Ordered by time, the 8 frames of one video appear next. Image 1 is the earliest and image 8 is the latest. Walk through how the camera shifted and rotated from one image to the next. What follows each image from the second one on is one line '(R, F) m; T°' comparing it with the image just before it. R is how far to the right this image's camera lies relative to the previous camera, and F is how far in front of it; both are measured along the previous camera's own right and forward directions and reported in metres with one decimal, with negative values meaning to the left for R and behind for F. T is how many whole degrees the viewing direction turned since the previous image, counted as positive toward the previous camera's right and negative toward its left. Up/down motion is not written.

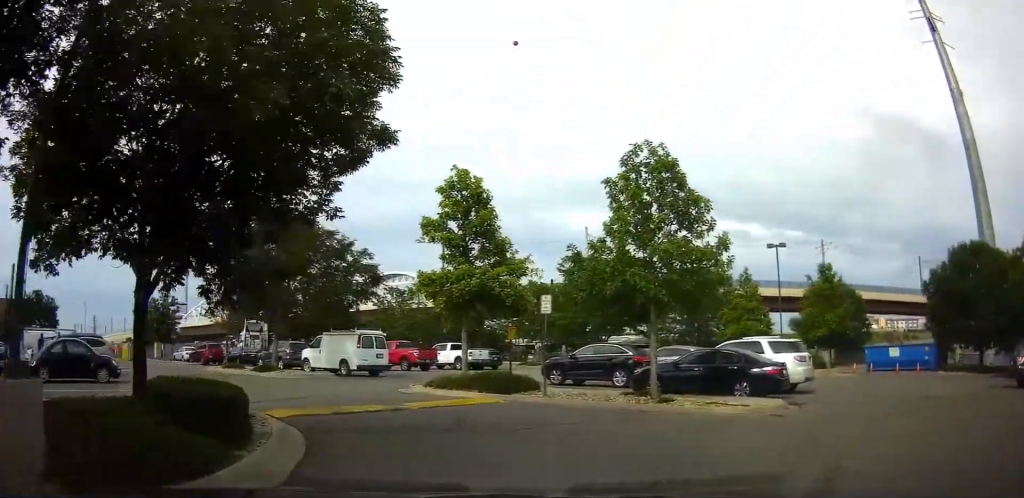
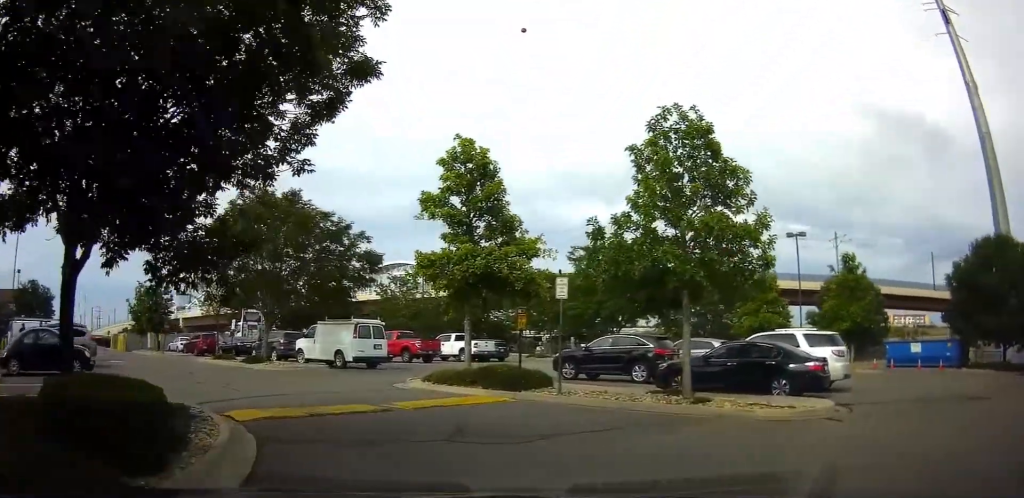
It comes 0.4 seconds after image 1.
(0.0, +1.5) m; -2°
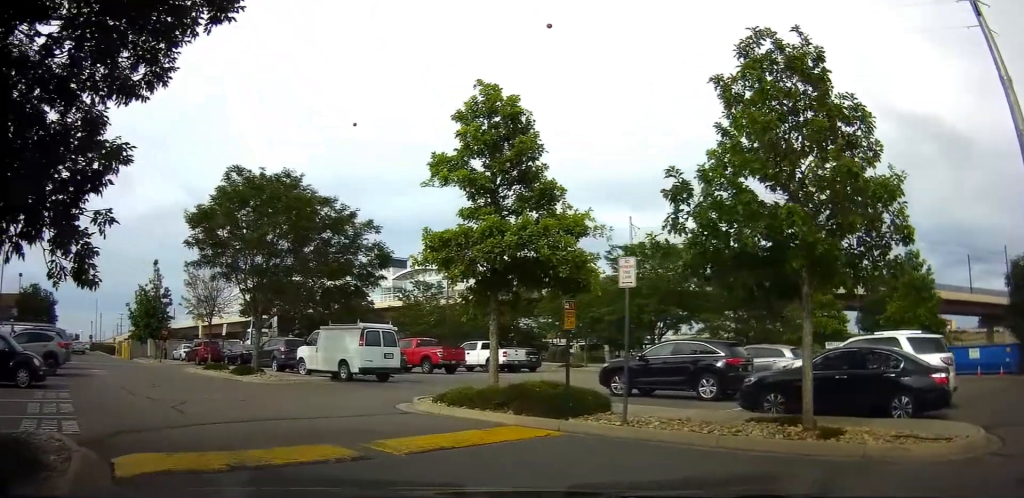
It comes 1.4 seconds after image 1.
(-0.1, +3.2) m; -7°
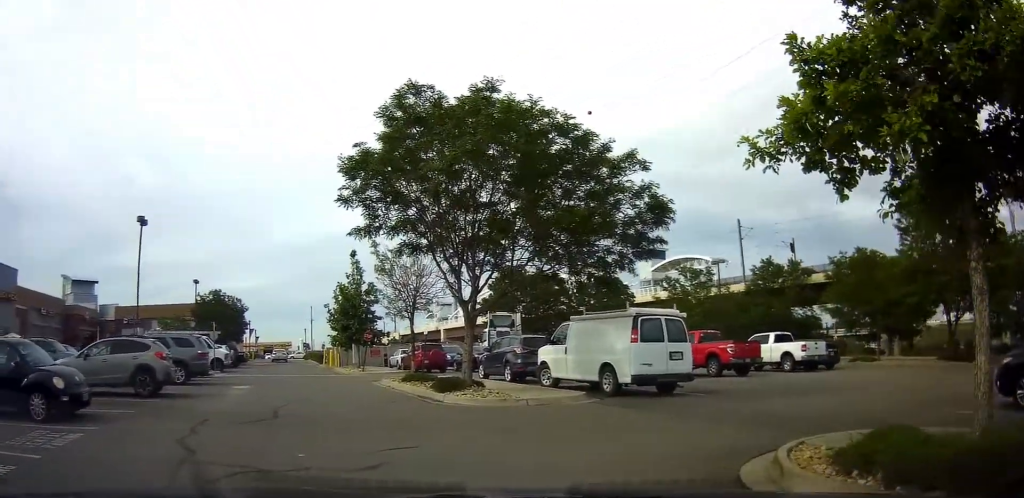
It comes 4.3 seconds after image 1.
(-2.0, +7.7) m; -27°
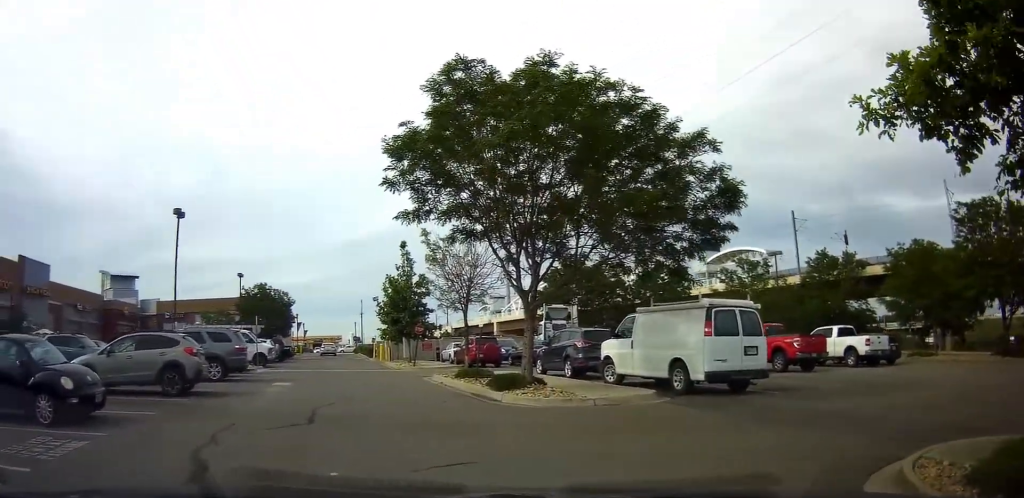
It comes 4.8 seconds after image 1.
(0.0, +1.6) m; -2°
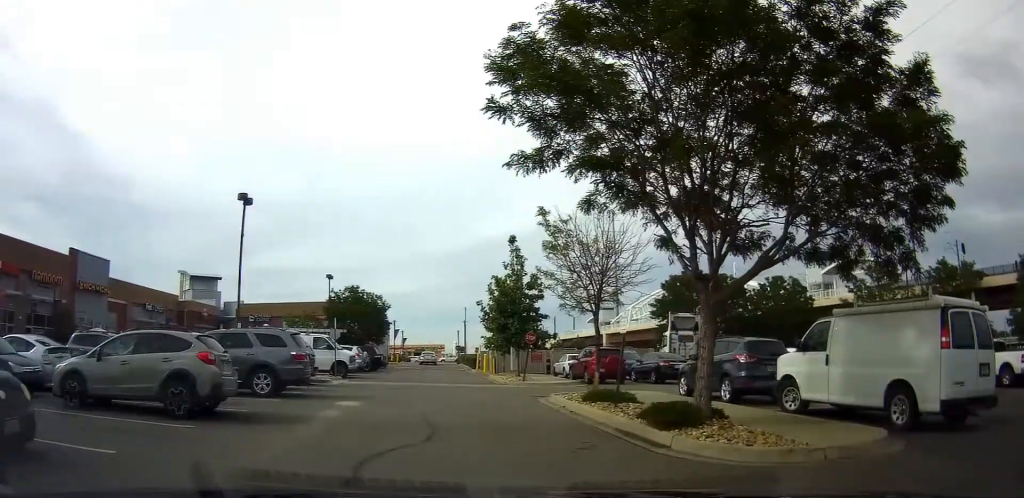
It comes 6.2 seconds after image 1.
(-0.1, +5.7) m; -2°
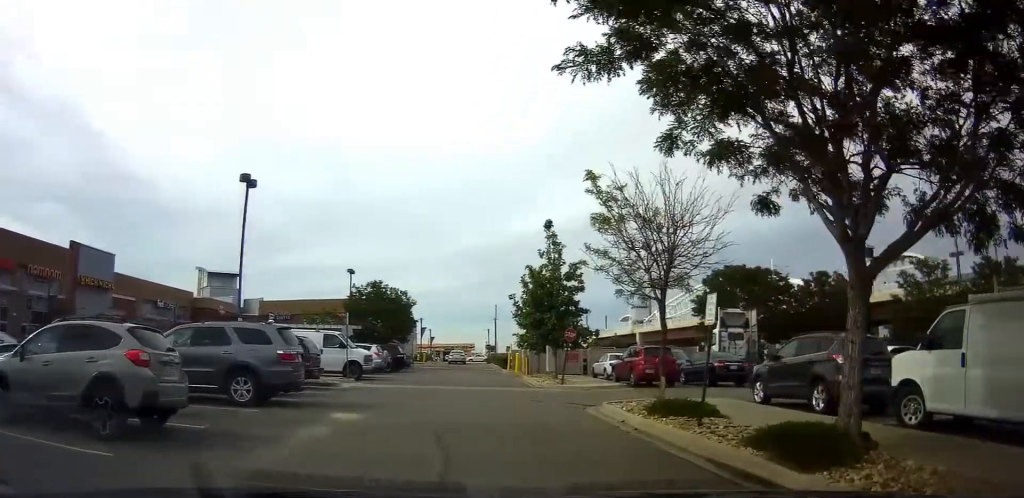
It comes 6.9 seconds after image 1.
(0.0, +3.3) m; -1°
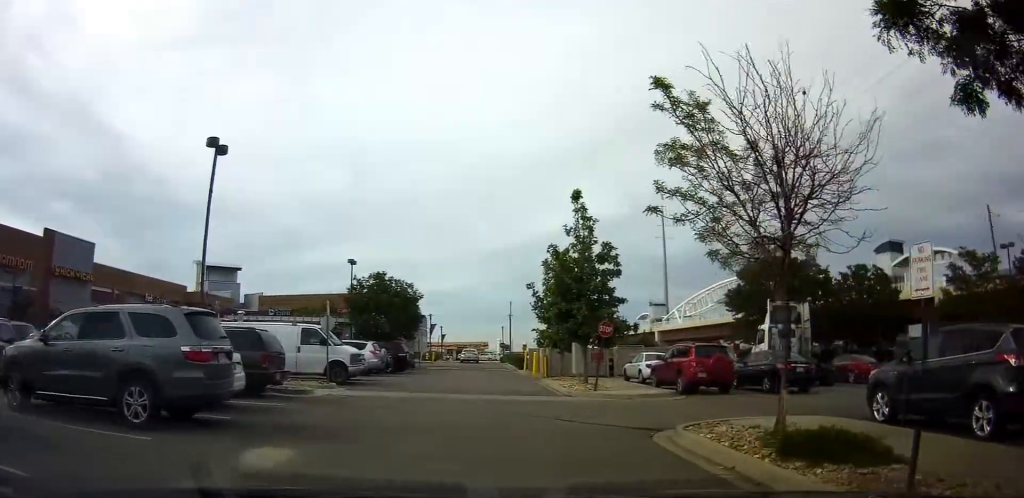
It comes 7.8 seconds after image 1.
(-0.1, +4.3) m; -1°
